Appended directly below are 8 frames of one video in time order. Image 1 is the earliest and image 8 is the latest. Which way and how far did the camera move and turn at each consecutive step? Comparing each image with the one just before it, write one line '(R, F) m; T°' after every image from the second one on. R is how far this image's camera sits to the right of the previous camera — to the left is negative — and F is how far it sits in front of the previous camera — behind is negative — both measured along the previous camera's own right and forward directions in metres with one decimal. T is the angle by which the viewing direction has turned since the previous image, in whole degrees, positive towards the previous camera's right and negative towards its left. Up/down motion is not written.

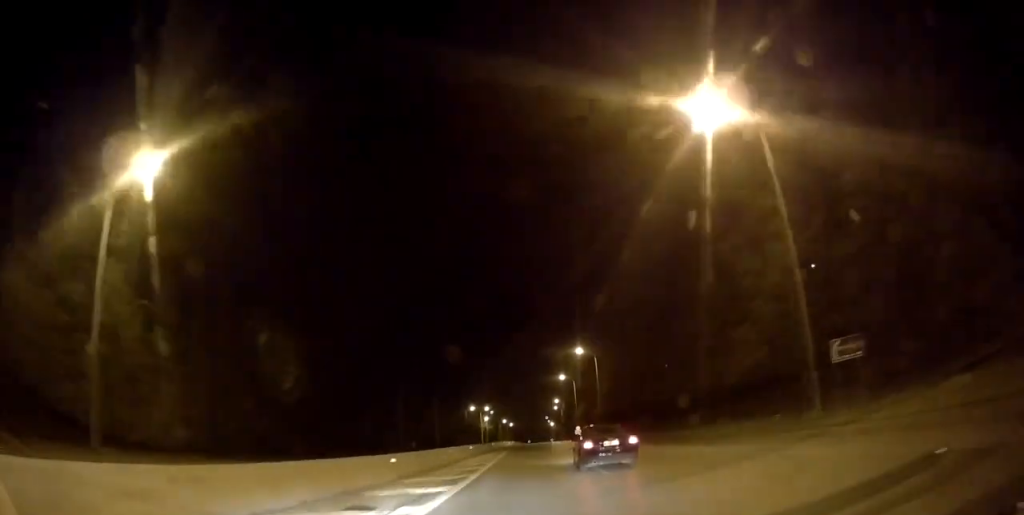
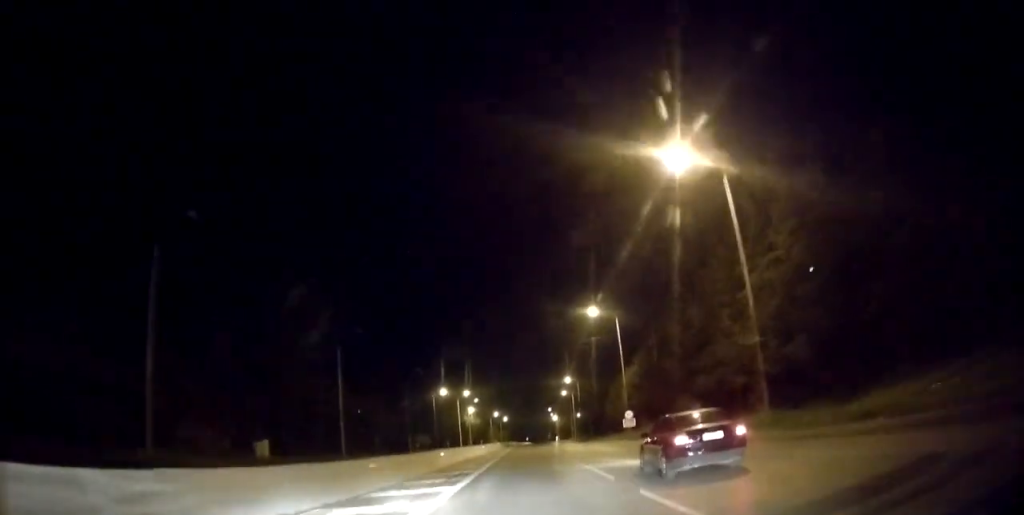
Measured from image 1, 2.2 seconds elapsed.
(-0.3, +64.4) m; +1°
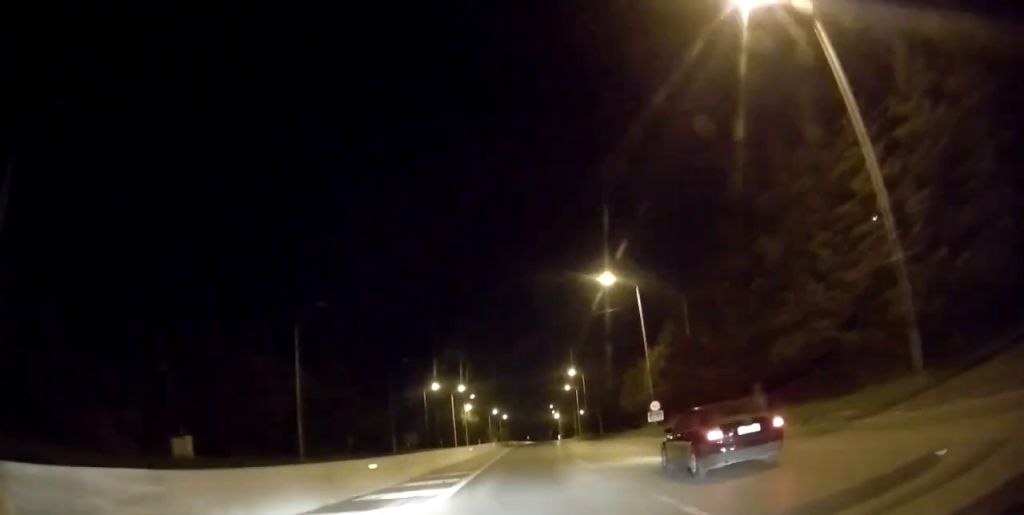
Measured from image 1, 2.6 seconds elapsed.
(+0.1, +12.4) m; 0°
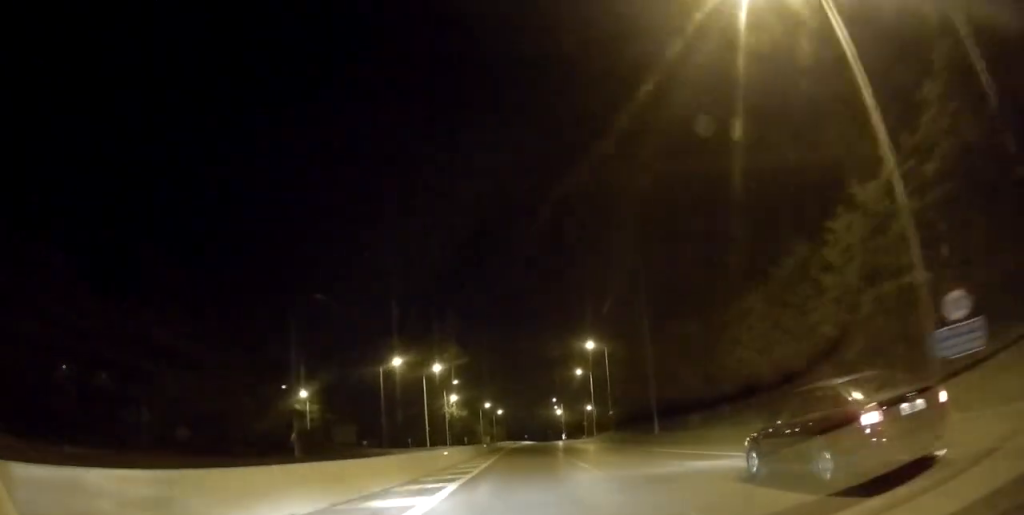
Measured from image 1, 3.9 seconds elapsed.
(0.0, +36.3) m; 0°
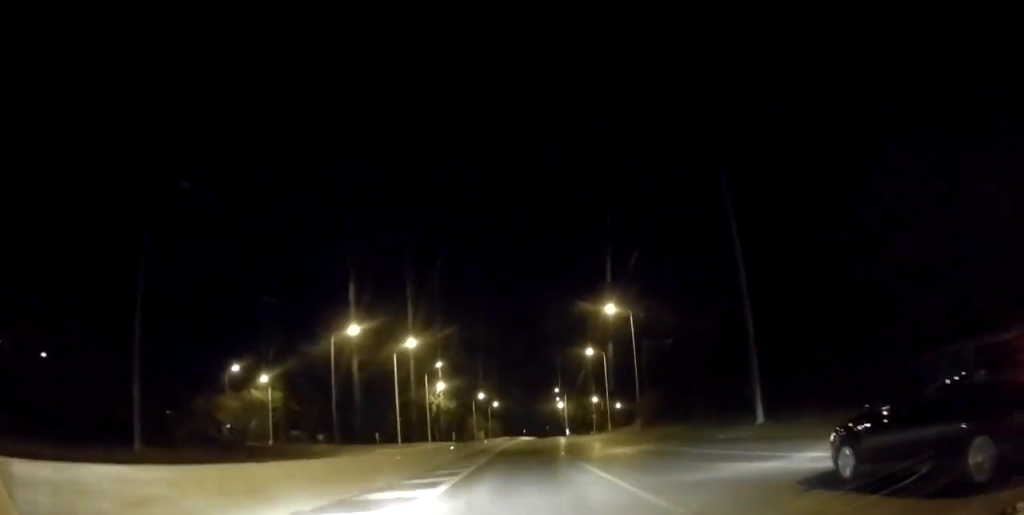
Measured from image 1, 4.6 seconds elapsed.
(0.0, +21.9) m; 0°
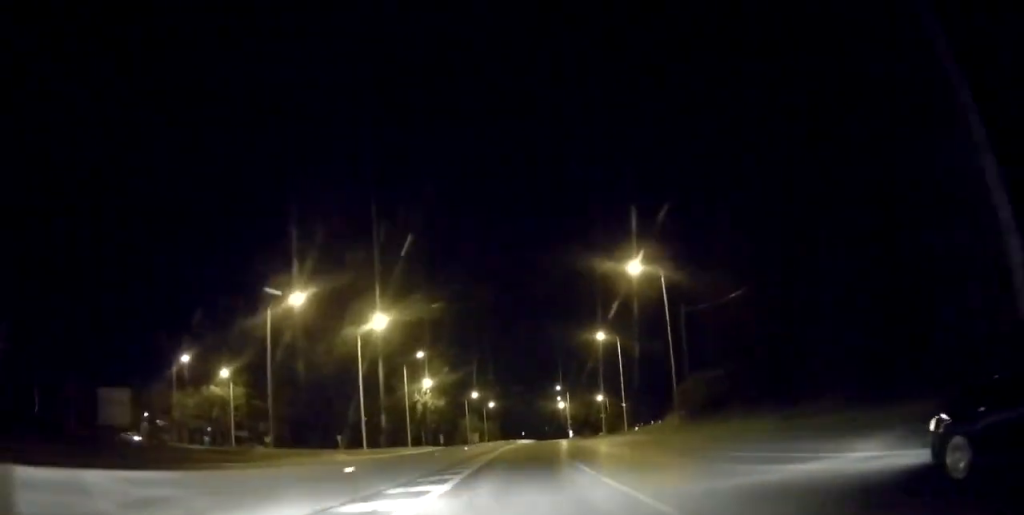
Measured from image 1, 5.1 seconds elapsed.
(+0.1, +16.5) m; 0°
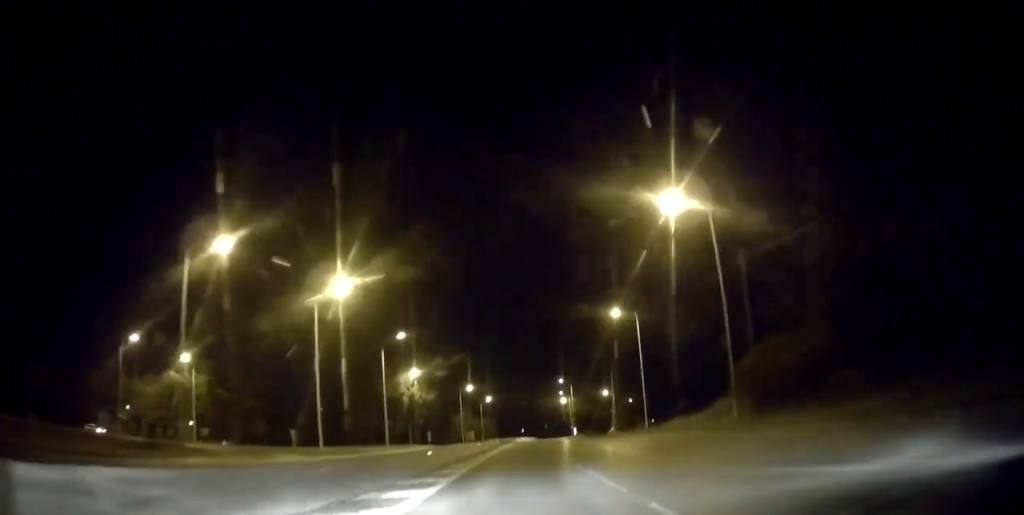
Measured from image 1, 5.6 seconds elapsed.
(-0.1, +13.4) m; 0°
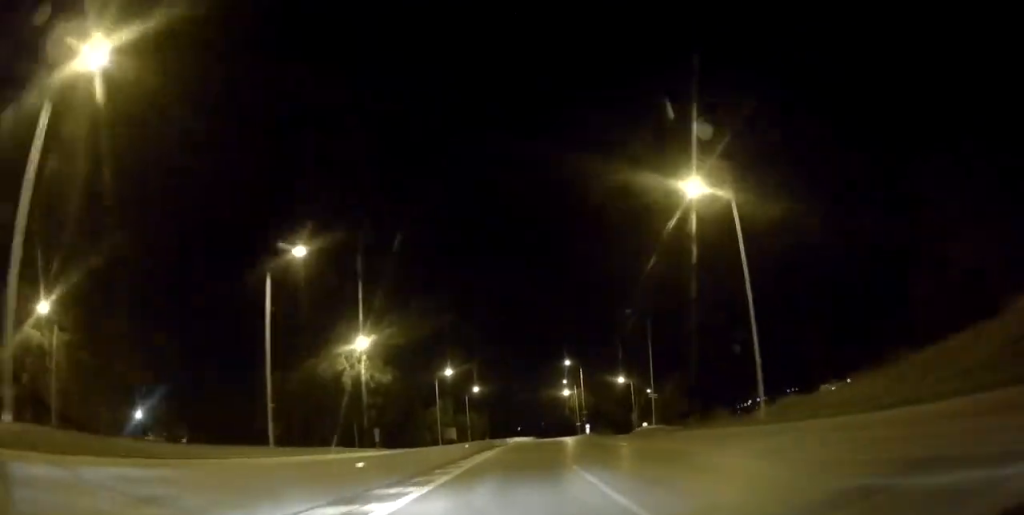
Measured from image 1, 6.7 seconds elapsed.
(+0.1, +33.2) m; +1°
